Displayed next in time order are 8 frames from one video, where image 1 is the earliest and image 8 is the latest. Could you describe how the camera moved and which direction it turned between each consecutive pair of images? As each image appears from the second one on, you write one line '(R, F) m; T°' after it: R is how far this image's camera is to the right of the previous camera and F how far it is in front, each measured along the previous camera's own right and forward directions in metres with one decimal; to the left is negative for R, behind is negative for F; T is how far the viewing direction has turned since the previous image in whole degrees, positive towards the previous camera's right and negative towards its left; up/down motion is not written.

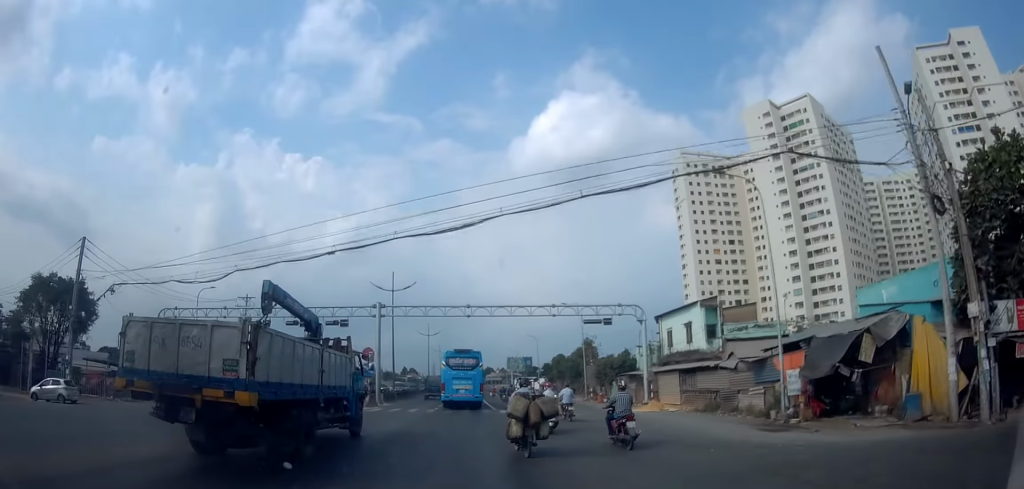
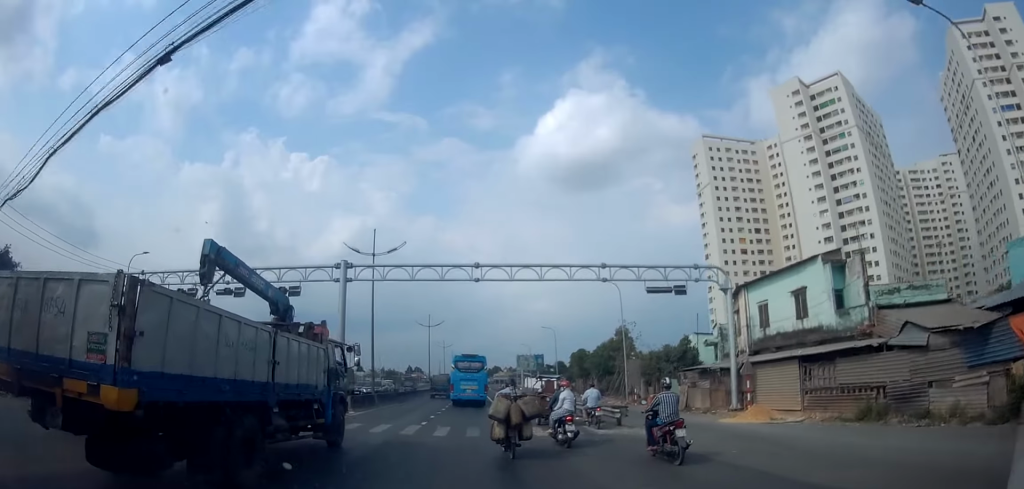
(-0.3, +12.0) m; +1°
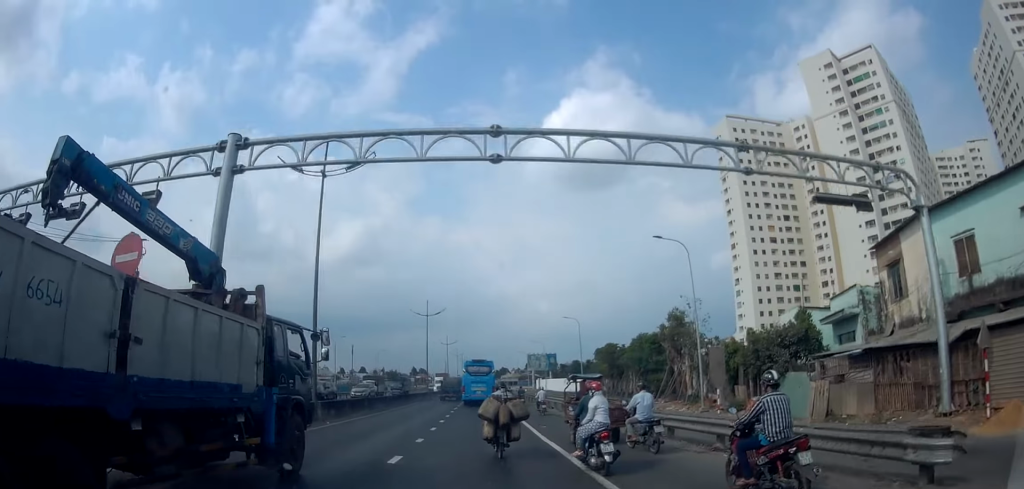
(+0.4, +13.4) m; -3°
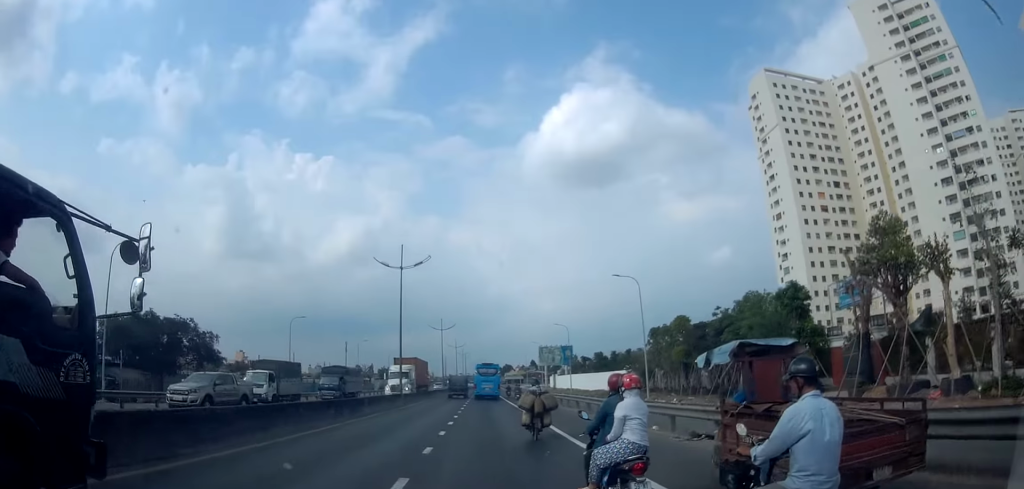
(-0.2, +23.2) m; 0°
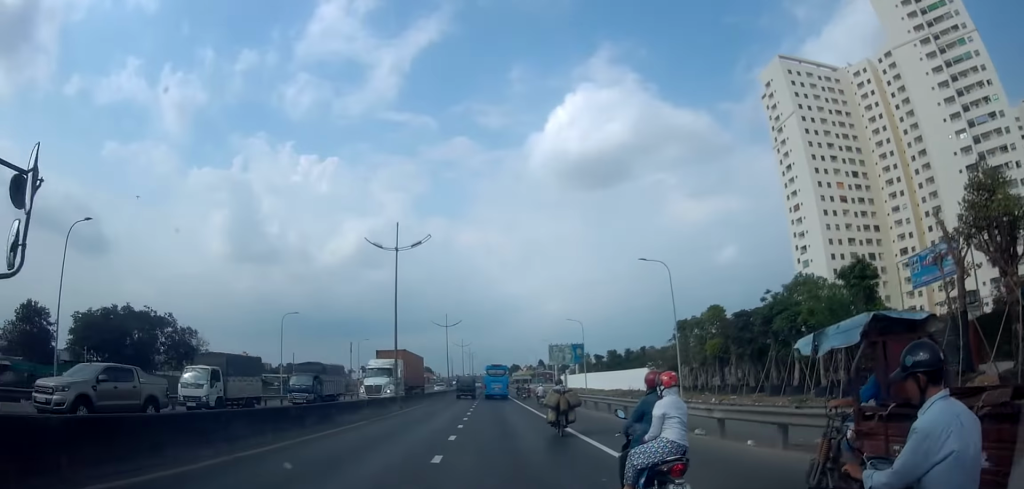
(-0.5, +5.5) m; 0°
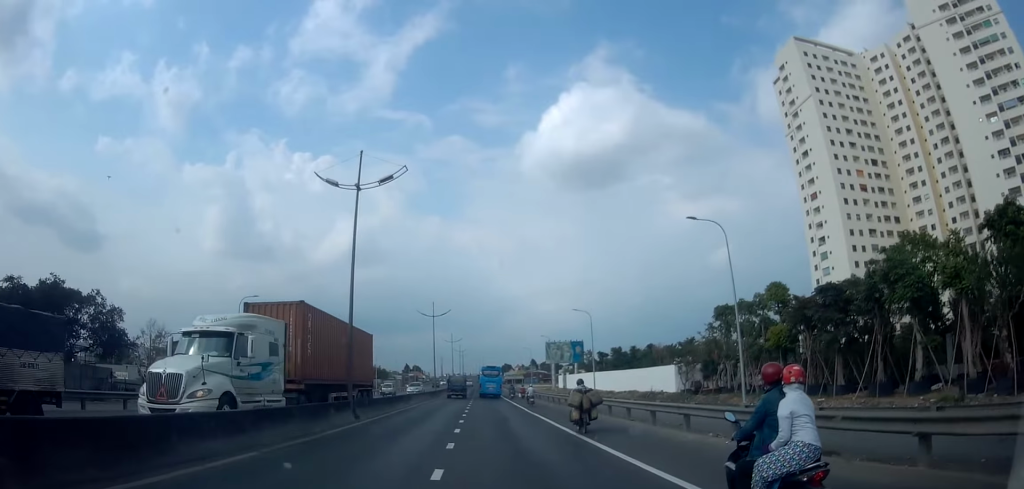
(+0.3, +9.6) m; +2°
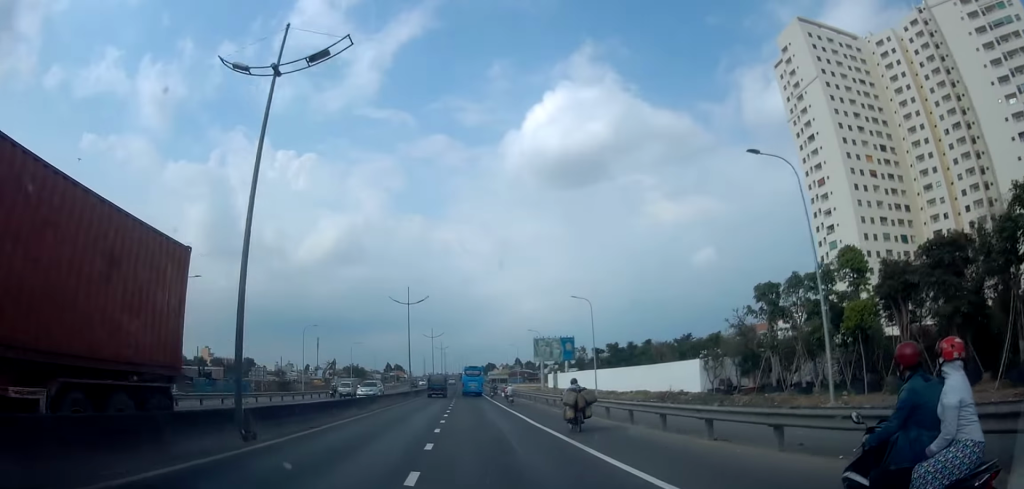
(+0.2, +8.8) m; +2°
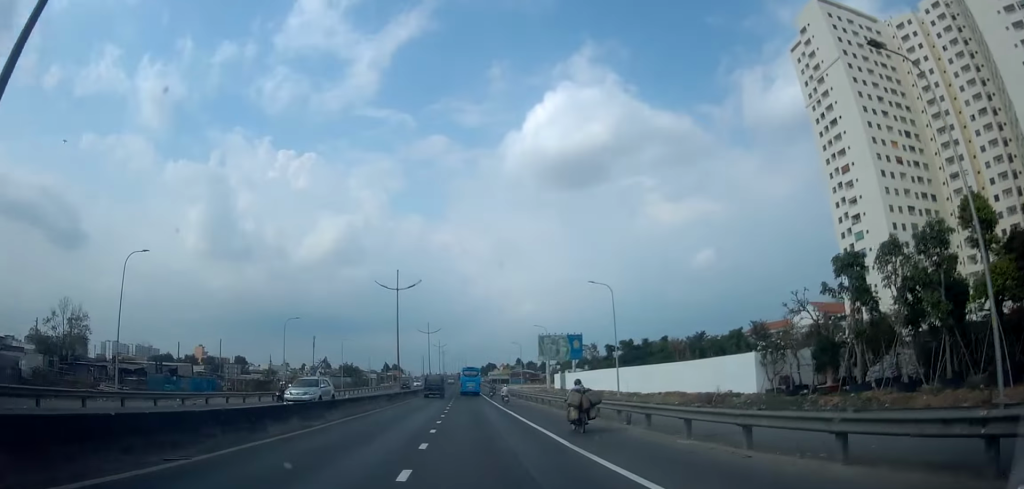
(-0.1, +8.2) m; +1°
